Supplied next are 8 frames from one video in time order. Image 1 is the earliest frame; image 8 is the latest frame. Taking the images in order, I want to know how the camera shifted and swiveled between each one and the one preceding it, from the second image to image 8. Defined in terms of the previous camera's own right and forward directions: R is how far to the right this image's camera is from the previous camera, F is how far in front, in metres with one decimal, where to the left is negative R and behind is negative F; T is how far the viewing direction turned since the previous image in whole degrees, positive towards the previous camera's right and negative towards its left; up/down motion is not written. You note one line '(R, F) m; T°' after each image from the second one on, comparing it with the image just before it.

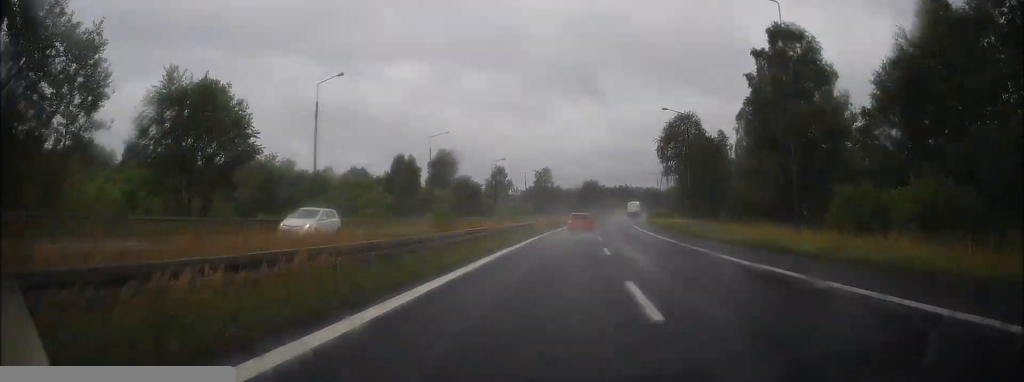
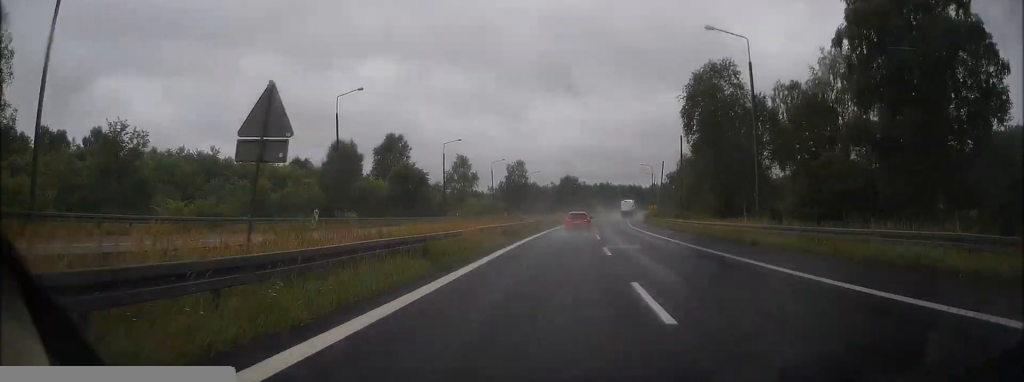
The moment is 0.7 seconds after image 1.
(+0.3, +24.1) m; +2°
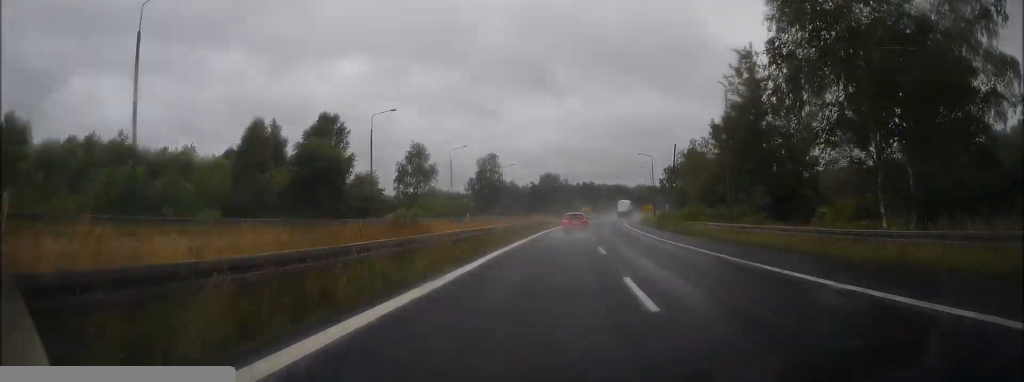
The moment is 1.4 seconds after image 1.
(+0.5, +23.1) m; +2°
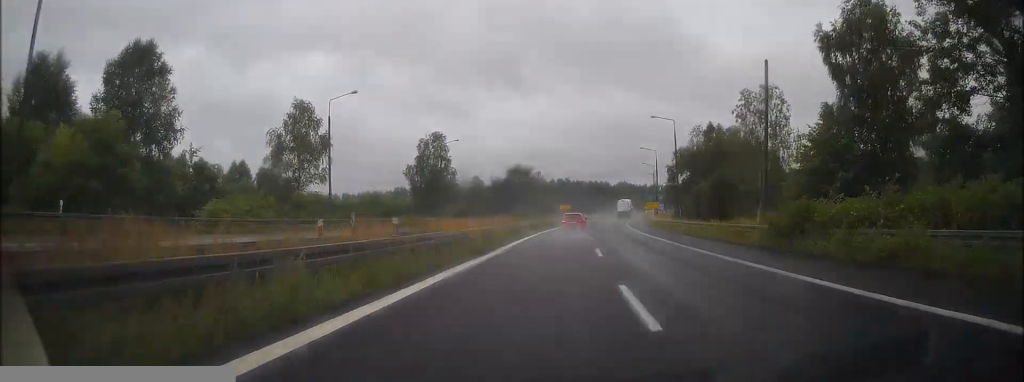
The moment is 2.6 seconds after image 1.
(+0.8, +37.5) m; +2°
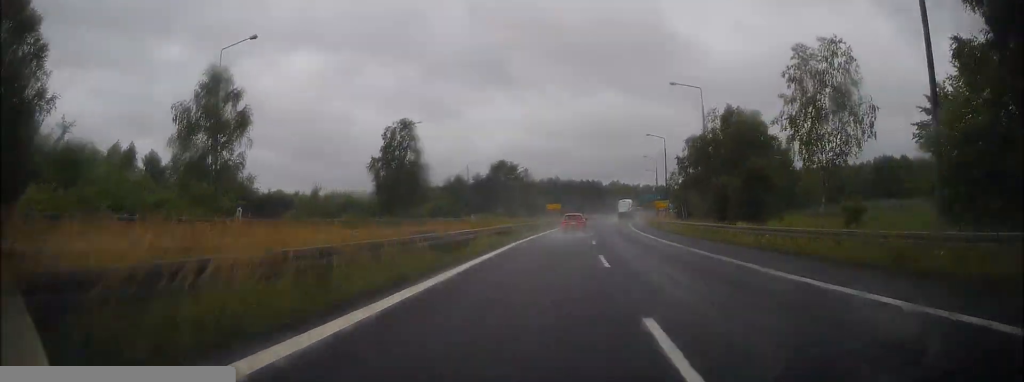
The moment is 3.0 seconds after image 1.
(+0.1, +15.5) m; +1°
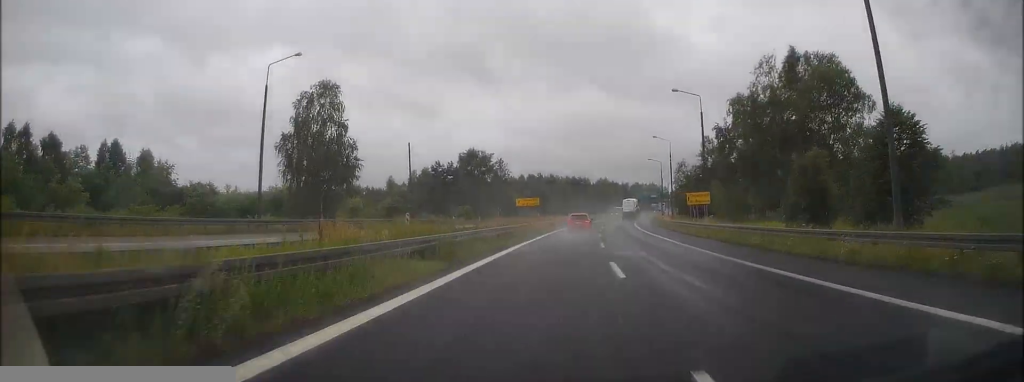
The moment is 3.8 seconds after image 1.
(0.0, +26.7) m; +2°
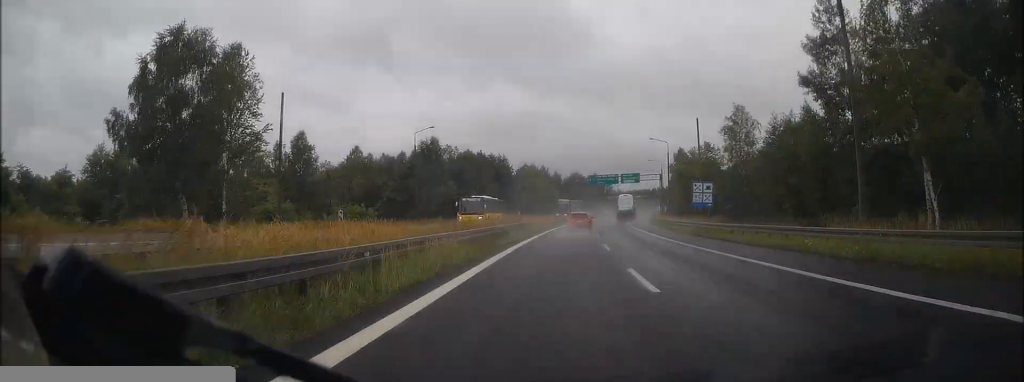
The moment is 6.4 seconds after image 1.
(+5.4, +87.4) m; +7°
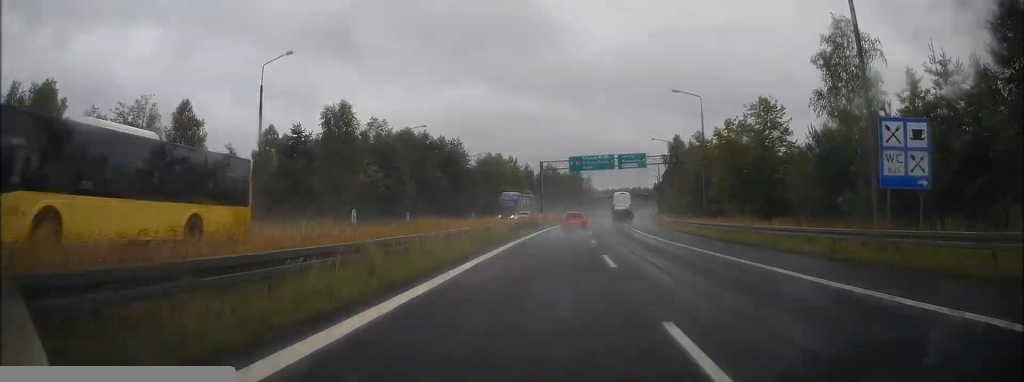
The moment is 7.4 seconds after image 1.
(+0.9, +31.5) m; +3°
